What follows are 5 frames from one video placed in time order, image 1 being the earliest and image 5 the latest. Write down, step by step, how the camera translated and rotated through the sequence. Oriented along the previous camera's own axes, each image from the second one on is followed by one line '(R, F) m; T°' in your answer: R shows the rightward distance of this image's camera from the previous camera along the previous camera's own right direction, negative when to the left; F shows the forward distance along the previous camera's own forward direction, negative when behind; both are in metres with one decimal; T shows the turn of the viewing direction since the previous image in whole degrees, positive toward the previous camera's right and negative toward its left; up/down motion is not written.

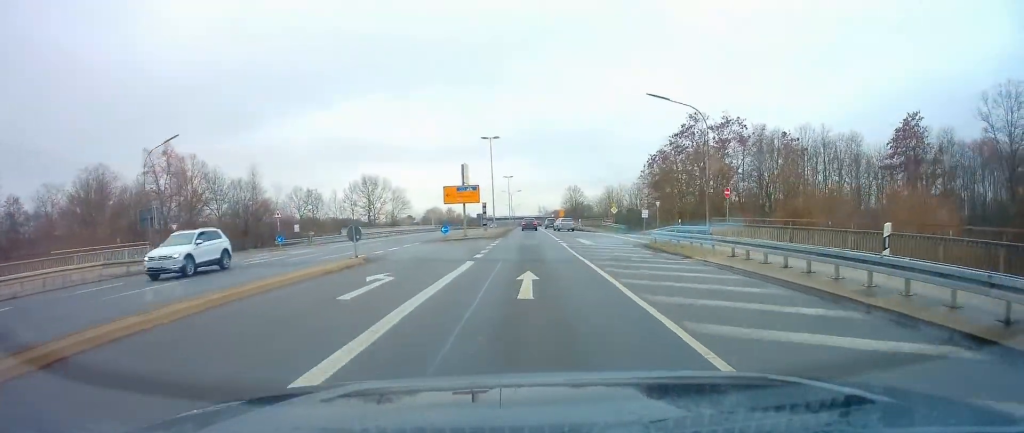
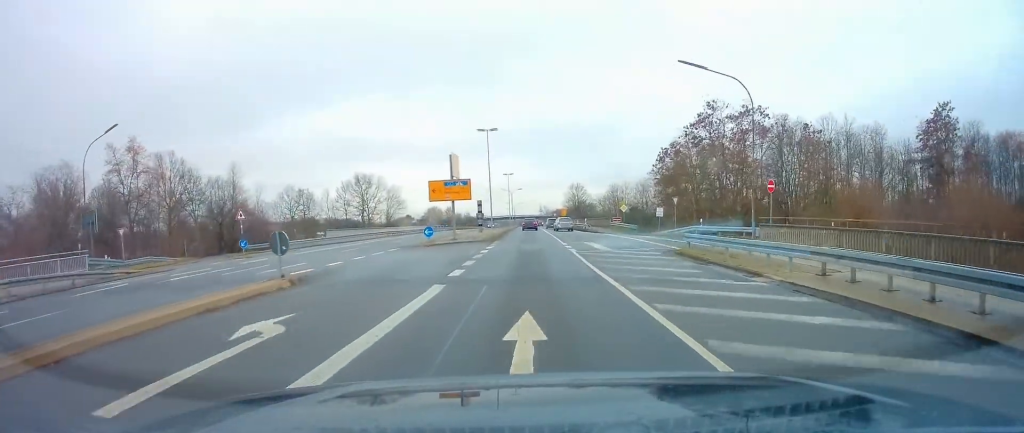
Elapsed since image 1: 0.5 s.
(-0.1, +6.2) m; 0°
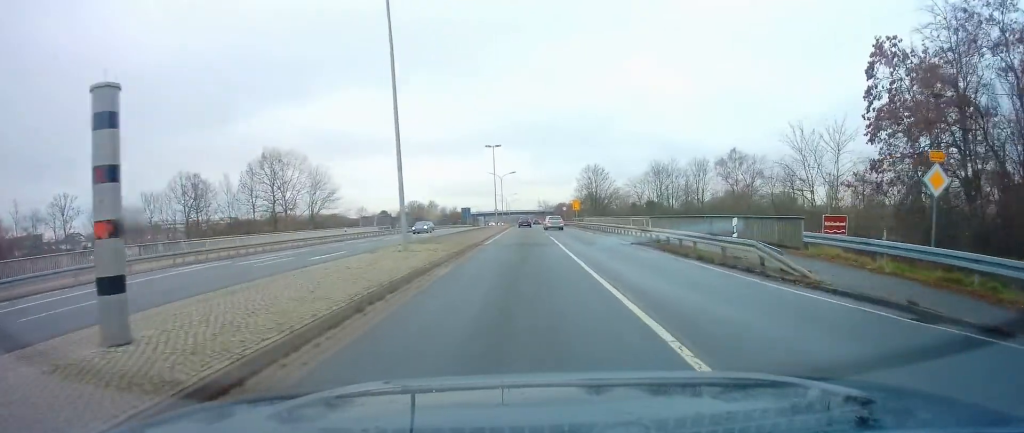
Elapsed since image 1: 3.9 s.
(-0.4, +46.2) m; 0°
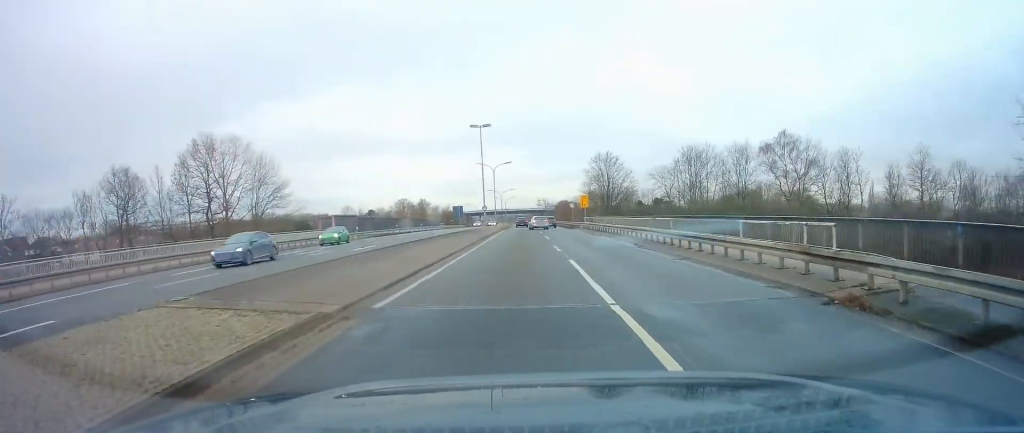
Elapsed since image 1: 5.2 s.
(+0.2, +18.9) m; 0°
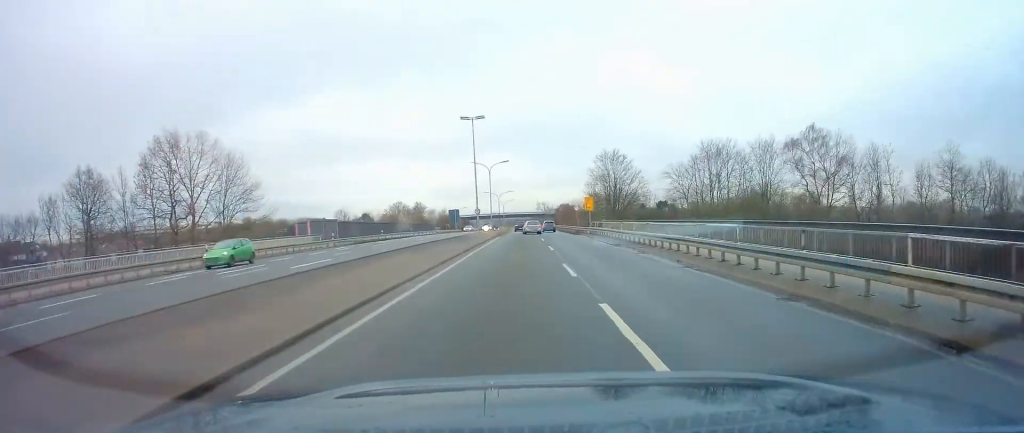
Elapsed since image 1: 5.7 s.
(-0.2, +8.1) m; 0°
